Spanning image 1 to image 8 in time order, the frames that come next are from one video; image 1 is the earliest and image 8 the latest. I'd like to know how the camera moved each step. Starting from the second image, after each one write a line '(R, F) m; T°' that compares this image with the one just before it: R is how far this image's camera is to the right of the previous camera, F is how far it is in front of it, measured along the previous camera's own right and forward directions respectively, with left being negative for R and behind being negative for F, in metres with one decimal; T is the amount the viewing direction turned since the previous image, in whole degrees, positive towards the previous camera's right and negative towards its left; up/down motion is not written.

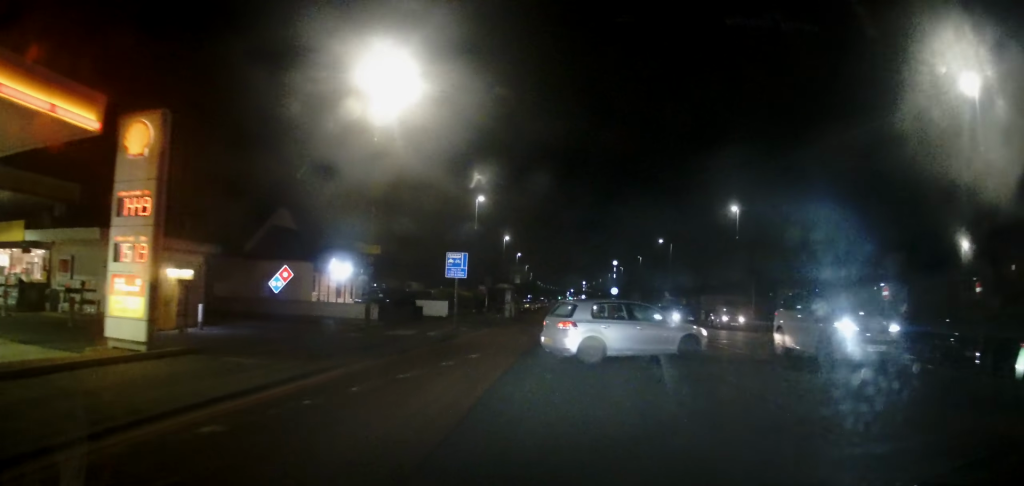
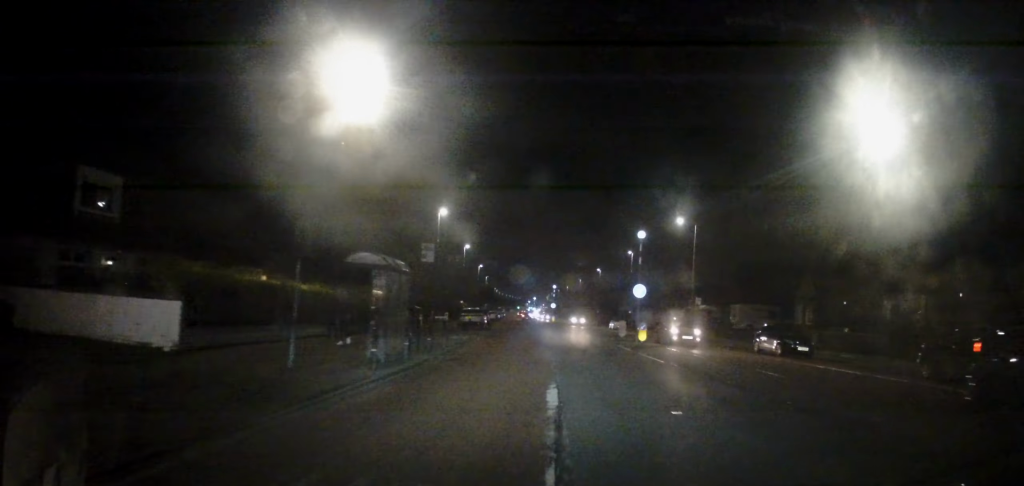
(+1.9, +29.3) m; +4°
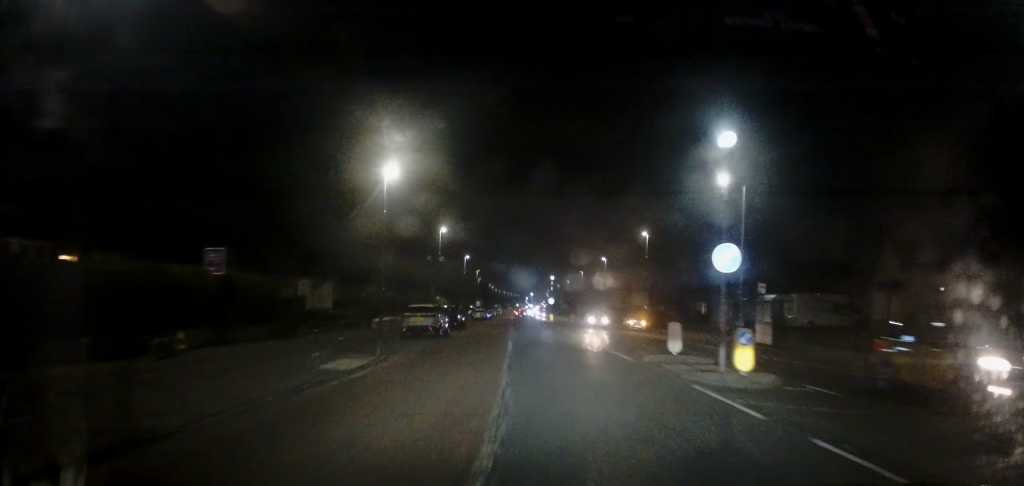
(-0.2, +14.7) m; 0°
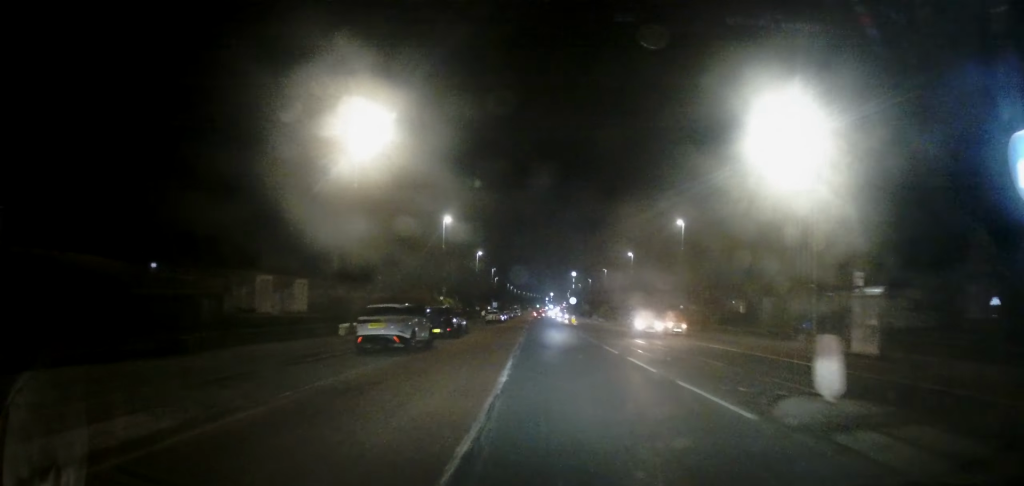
(-0.2, +8.5) m; 0°
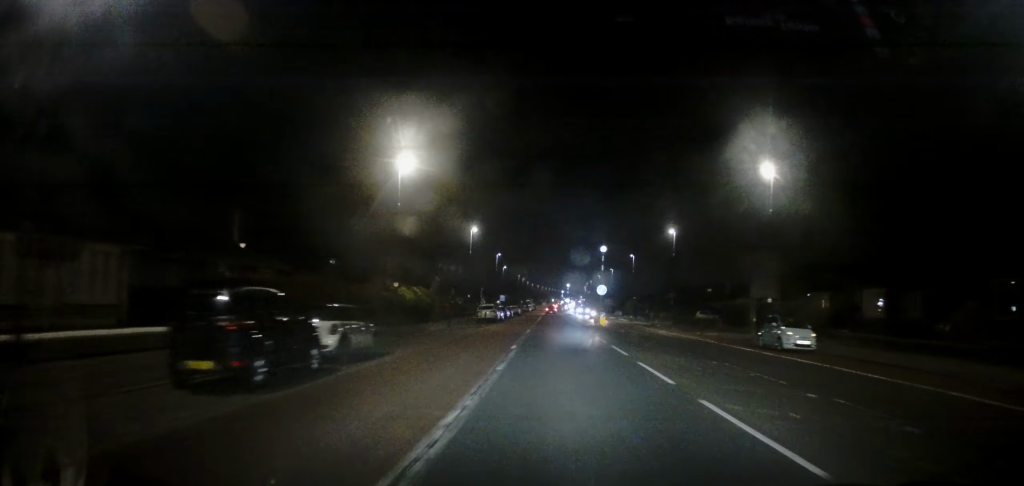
(+0.5, +19.8) m; +2°
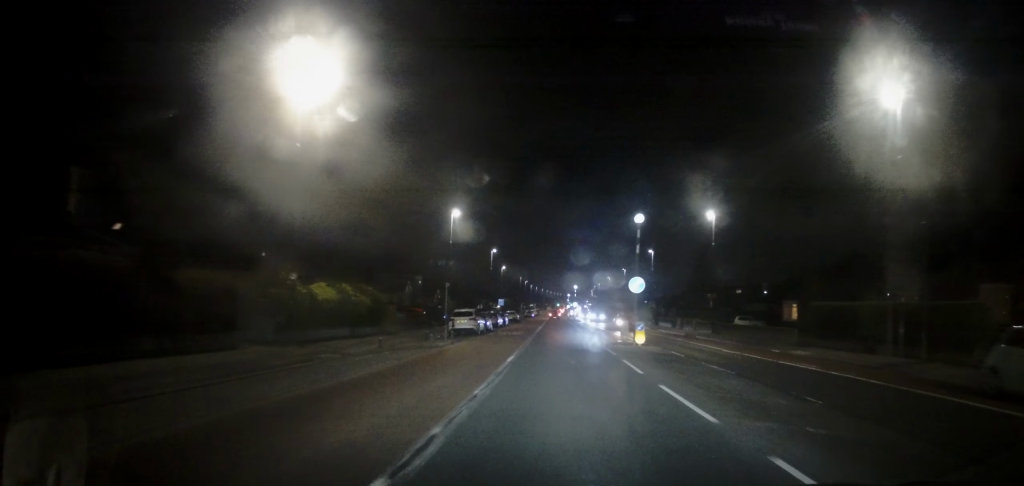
(0.0, +14.6) m; 0°
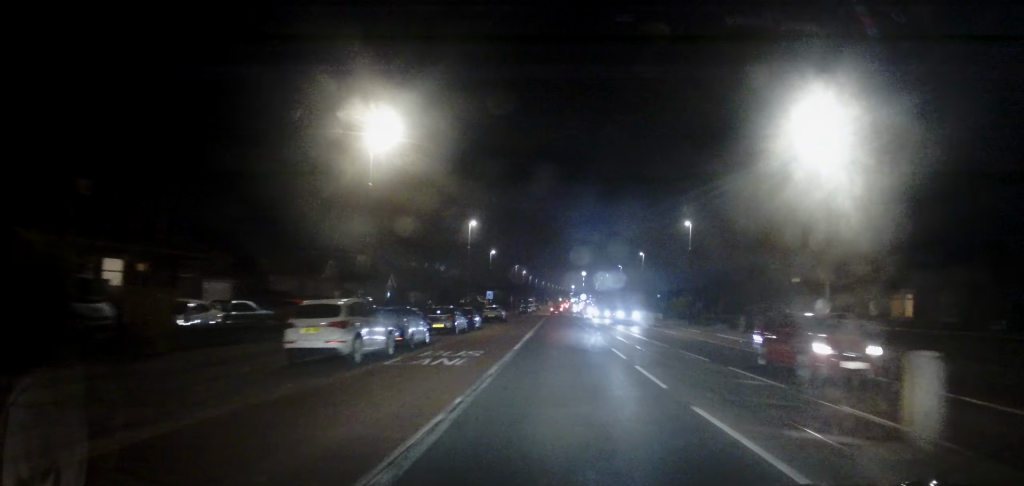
(0.0, +22.1) m; 0°
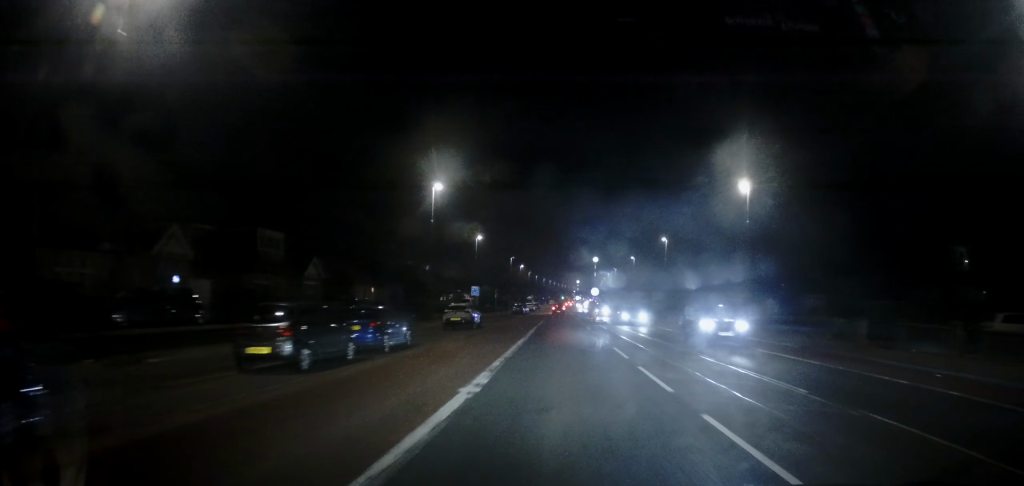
(0.0, +18.0) m; 0°
